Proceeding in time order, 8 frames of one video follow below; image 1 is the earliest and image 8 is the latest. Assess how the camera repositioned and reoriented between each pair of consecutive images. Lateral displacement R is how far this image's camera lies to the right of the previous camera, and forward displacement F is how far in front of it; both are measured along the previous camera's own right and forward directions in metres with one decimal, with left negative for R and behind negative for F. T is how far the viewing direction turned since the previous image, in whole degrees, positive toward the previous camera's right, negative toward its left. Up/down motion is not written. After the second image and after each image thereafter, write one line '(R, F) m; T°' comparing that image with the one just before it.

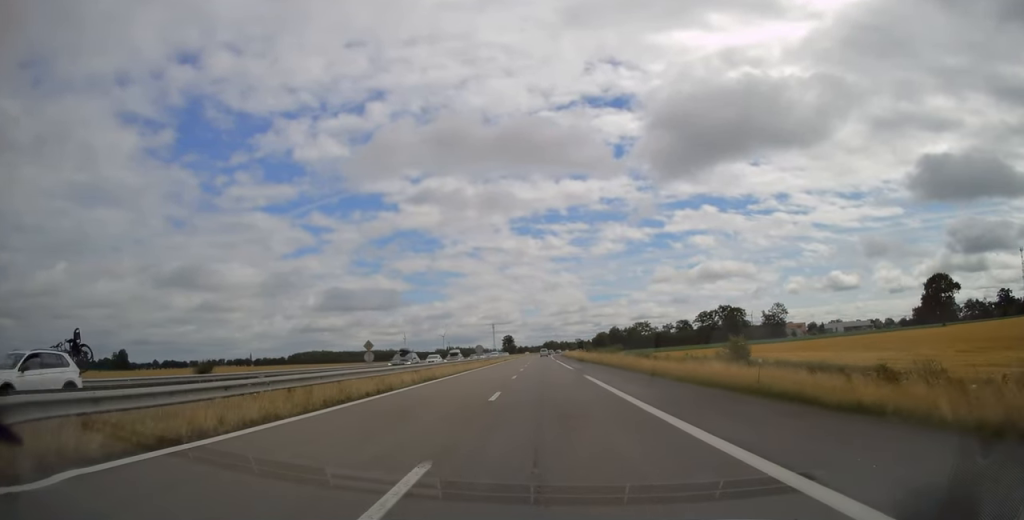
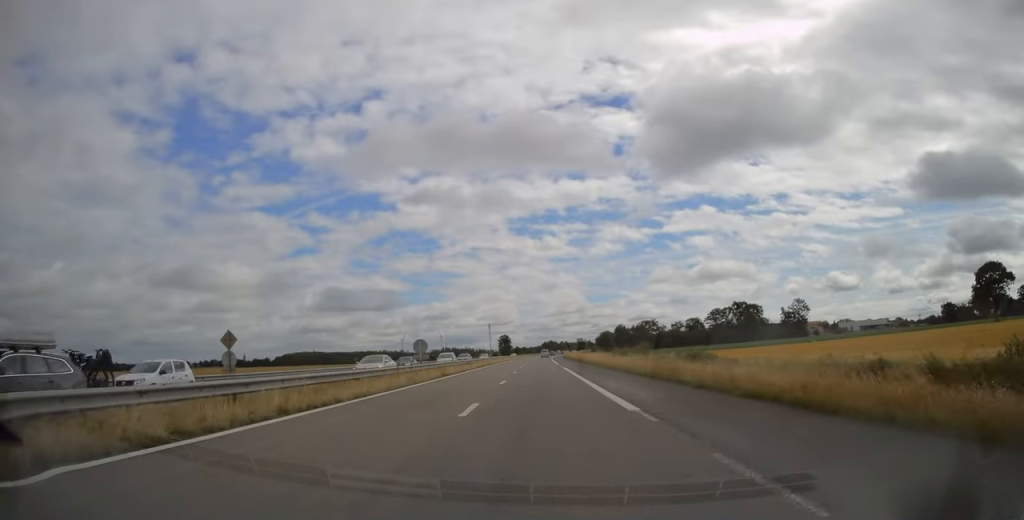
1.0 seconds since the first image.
(-0.5, +30.5) m; 0°
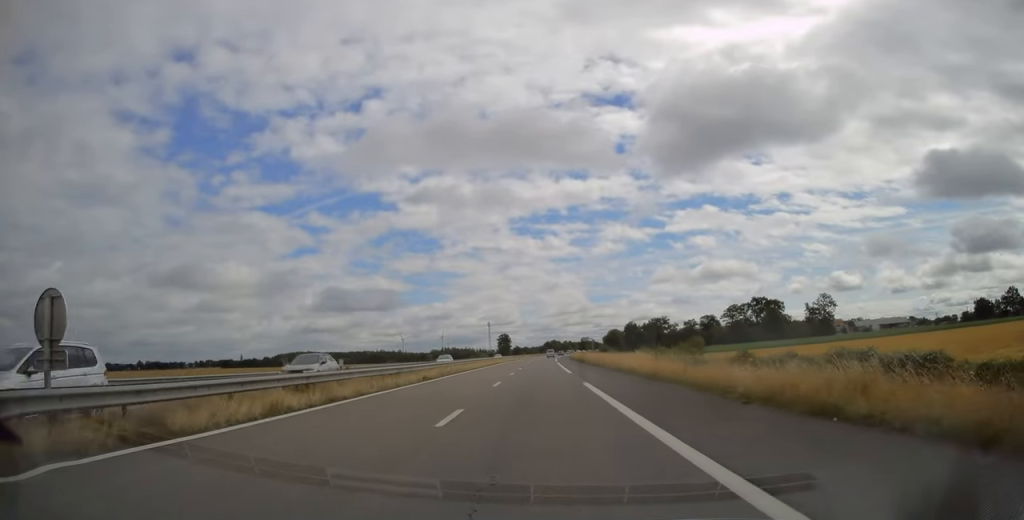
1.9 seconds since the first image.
(+0.3, +27.9) m; +1°
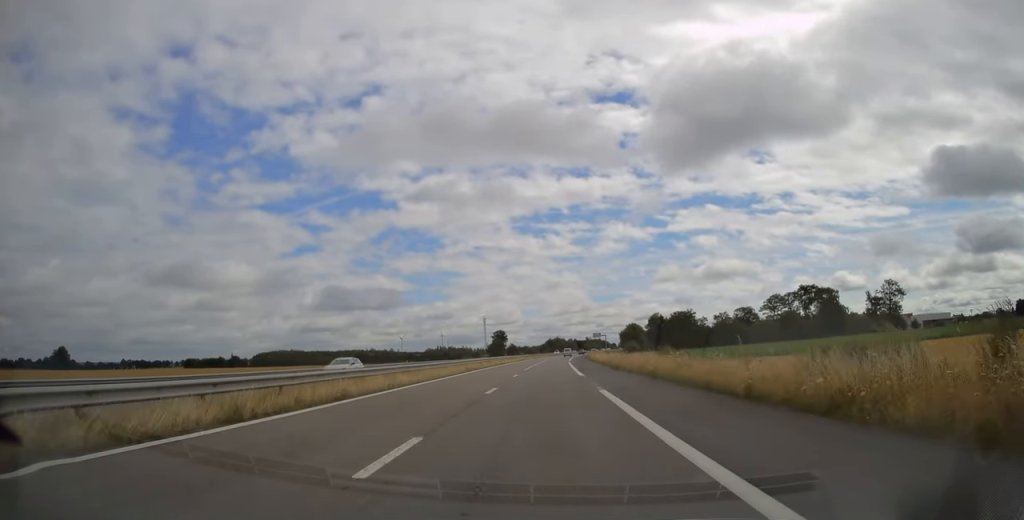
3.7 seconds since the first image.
(-0.8, +57.3) m; -2°
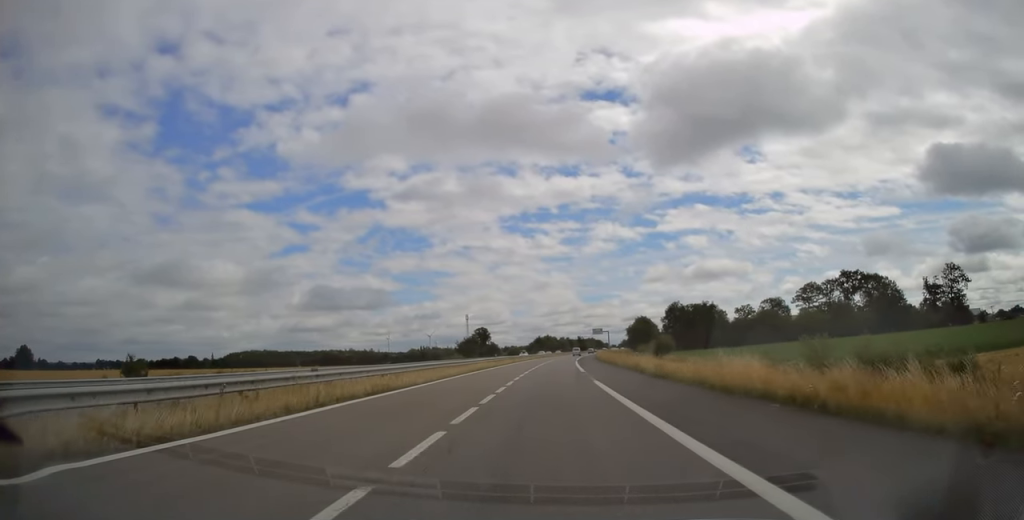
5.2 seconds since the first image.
(+0.7, +46.5) m; +1°
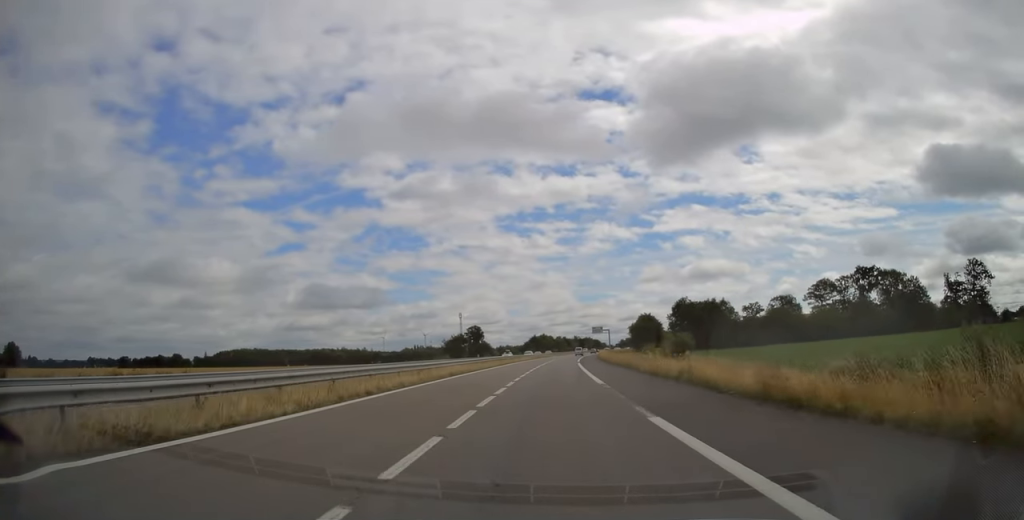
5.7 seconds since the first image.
(-0.1, +13.9) m; 0°
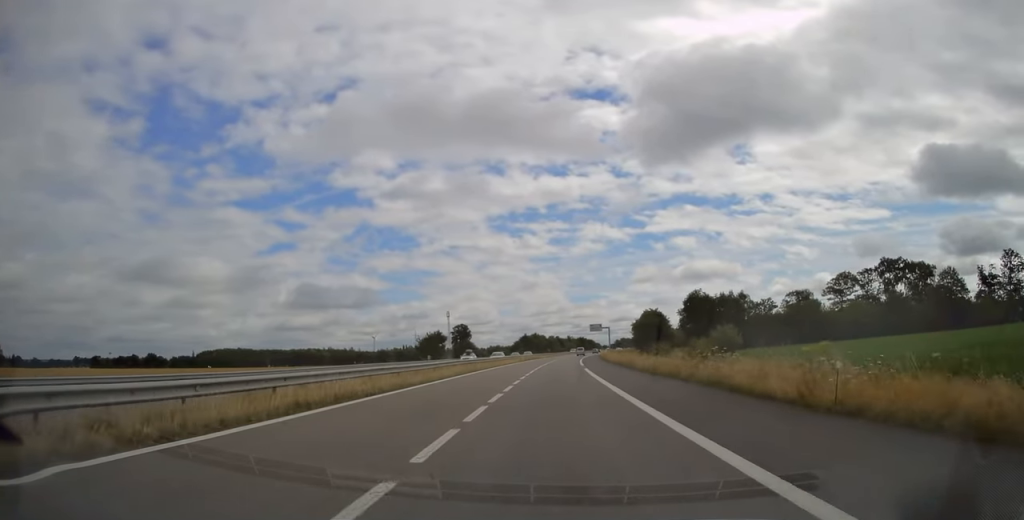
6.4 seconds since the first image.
(+0.2, +20.7) m; +1°
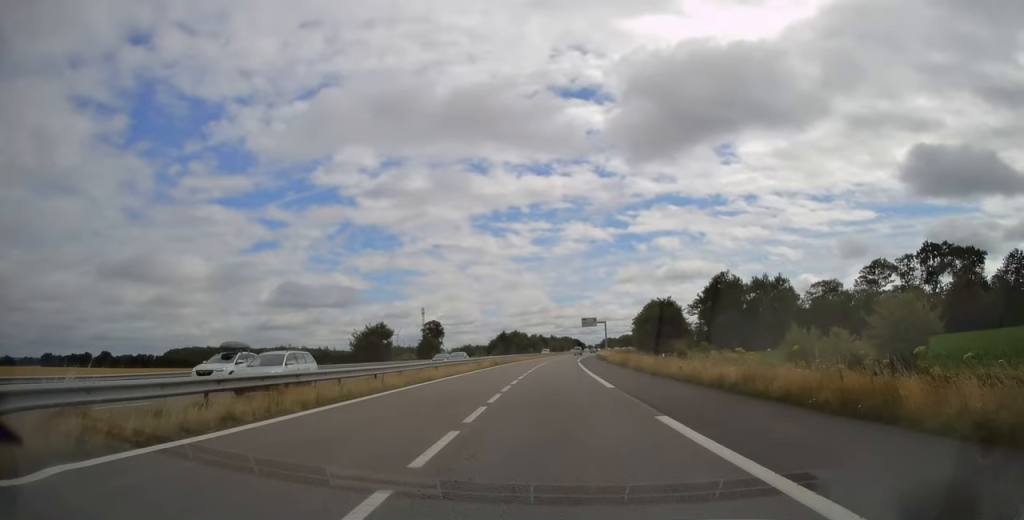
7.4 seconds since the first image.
(+0.5, +31.0) m; +1°
